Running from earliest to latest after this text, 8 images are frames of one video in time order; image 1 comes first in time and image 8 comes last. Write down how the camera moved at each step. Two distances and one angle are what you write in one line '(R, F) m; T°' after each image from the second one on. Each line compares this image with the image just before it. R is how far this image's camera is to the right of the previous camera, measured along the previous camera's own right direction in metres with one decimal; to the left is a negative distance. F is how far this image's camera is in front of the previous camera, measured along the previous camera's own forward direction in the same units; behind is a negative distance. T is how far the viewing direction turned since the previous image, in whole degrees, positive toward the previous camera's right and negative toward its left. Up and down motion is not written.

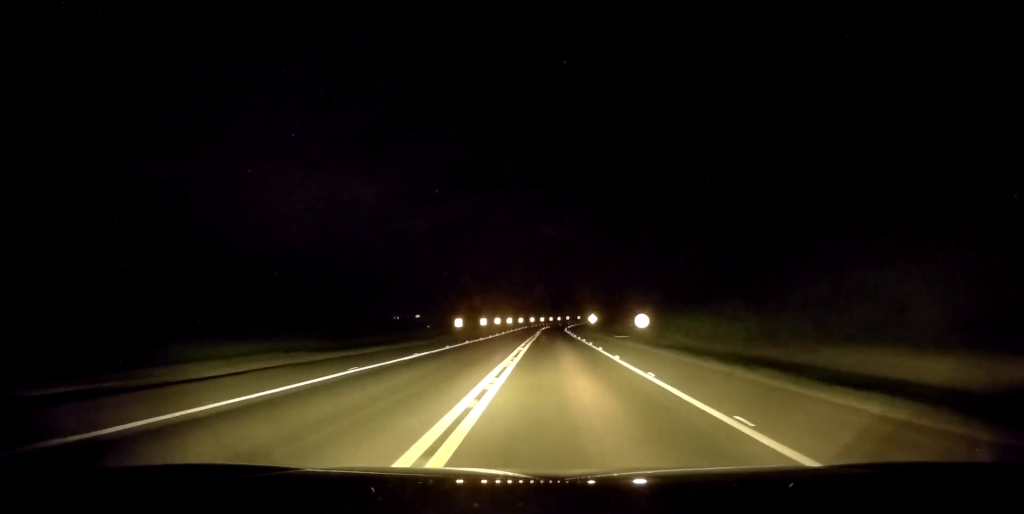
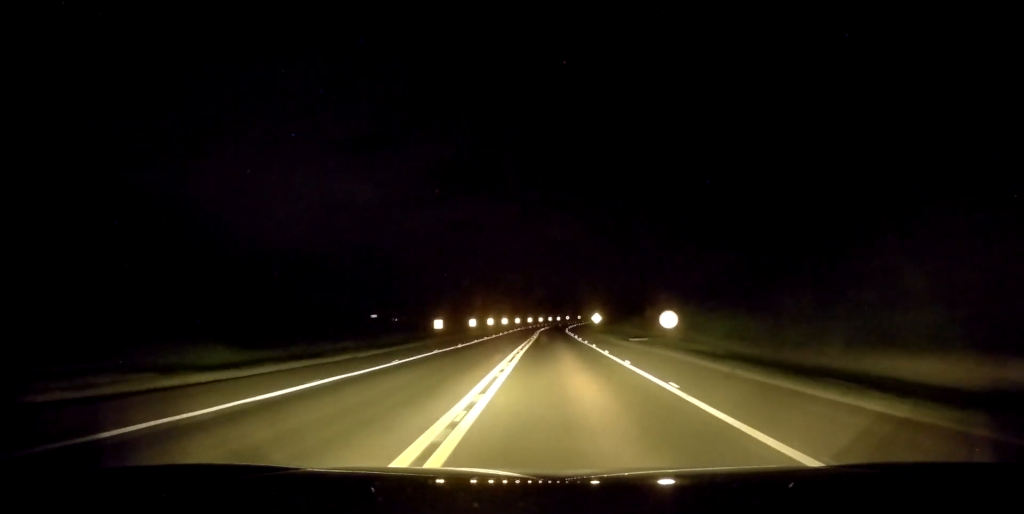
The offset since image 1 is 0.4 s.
(0.0, +10.7) m; +1°
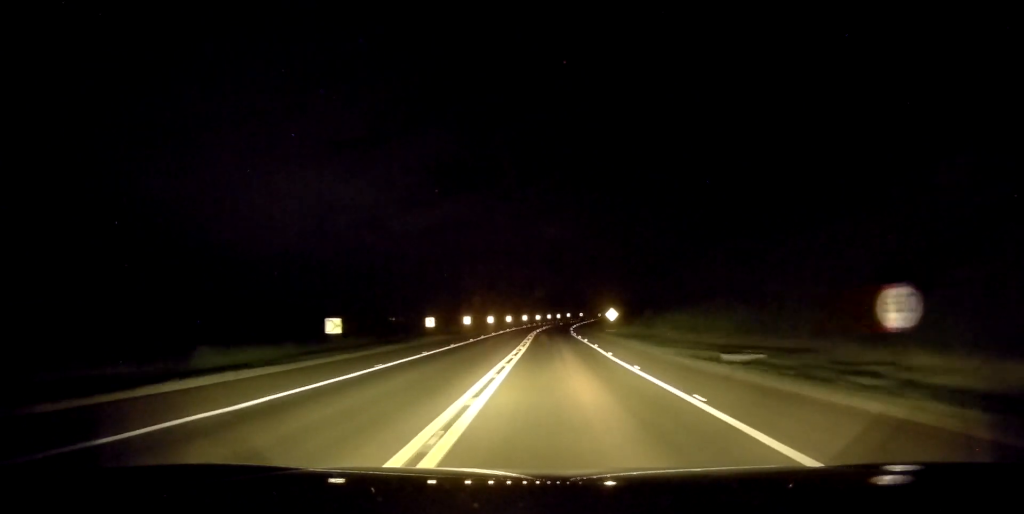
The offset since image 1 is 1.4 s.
(+0.5, +25.1) m; 0°
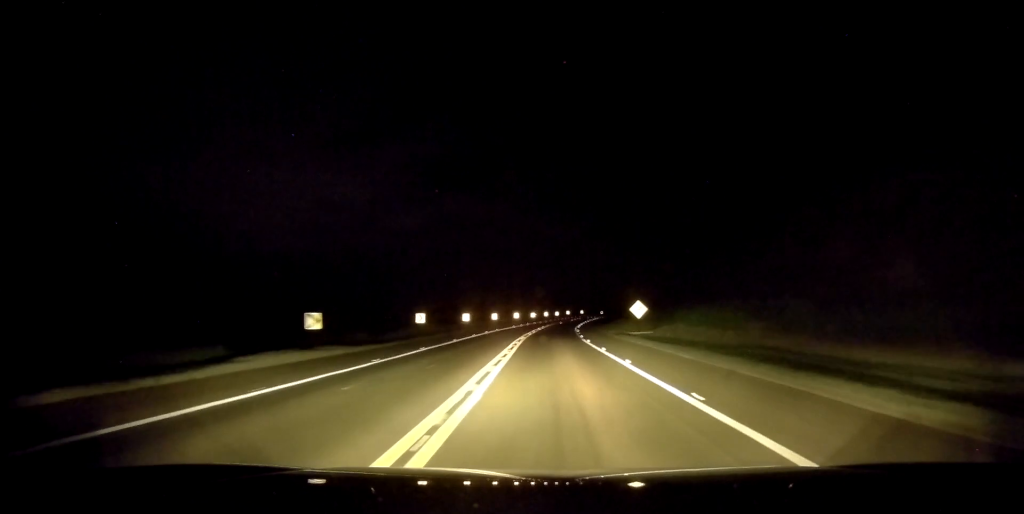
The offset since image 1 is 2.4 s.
(-0.4, +22.6) m; 0°
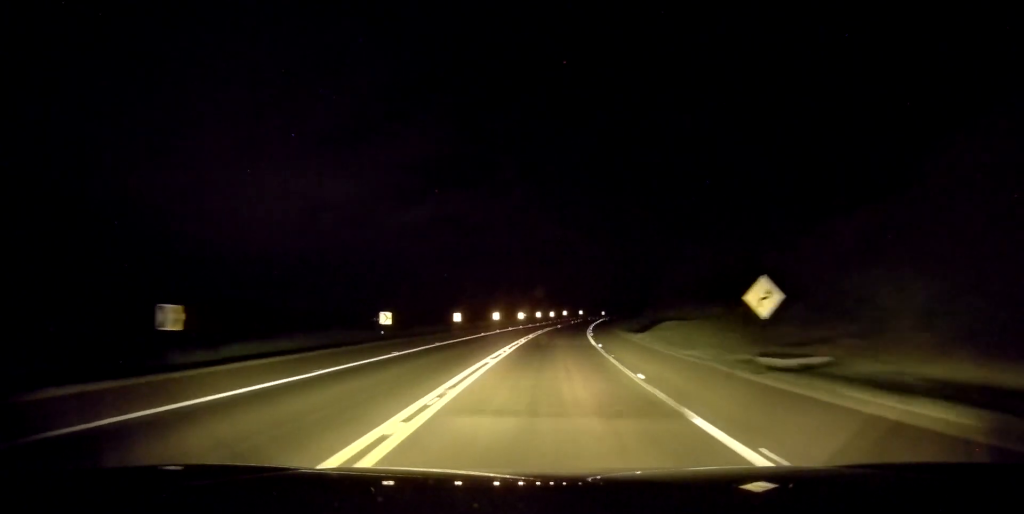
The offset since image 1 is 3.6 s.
(+0.4, +30.1) m; +1°
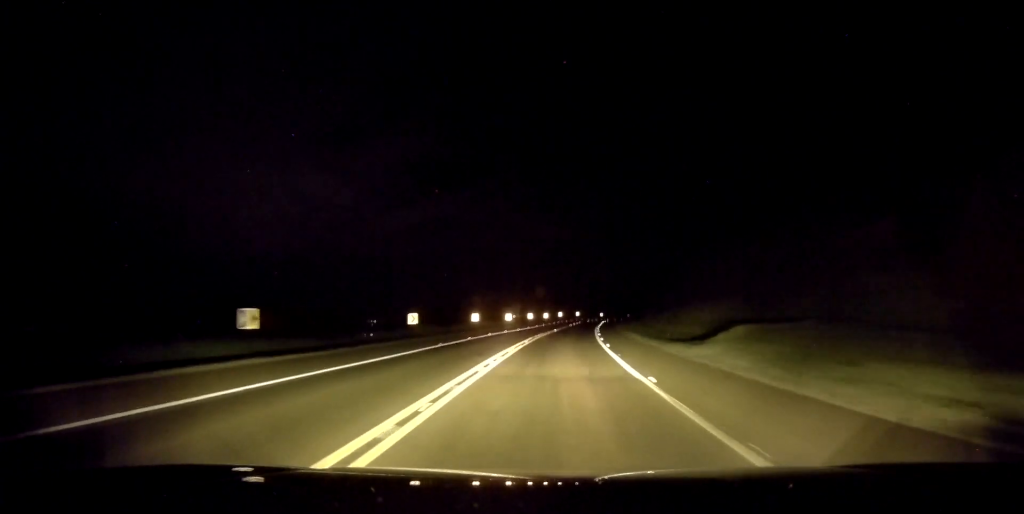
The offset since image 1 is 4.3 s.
(0.0, +16.1) m; 0°
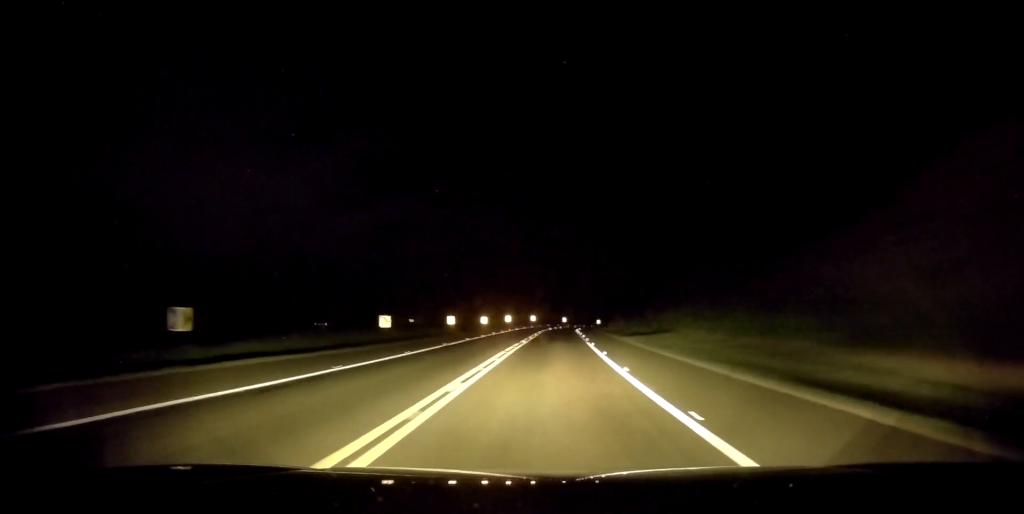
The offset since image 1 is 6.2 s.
(+0.7, +43.4) m; +3°
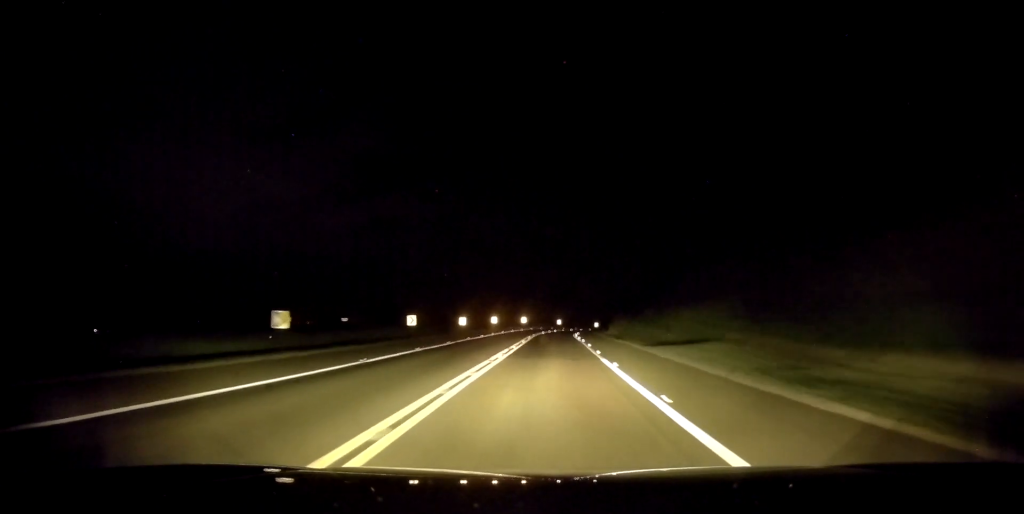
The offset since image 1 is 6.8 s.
(+0.2, +13.1) m; +1°
